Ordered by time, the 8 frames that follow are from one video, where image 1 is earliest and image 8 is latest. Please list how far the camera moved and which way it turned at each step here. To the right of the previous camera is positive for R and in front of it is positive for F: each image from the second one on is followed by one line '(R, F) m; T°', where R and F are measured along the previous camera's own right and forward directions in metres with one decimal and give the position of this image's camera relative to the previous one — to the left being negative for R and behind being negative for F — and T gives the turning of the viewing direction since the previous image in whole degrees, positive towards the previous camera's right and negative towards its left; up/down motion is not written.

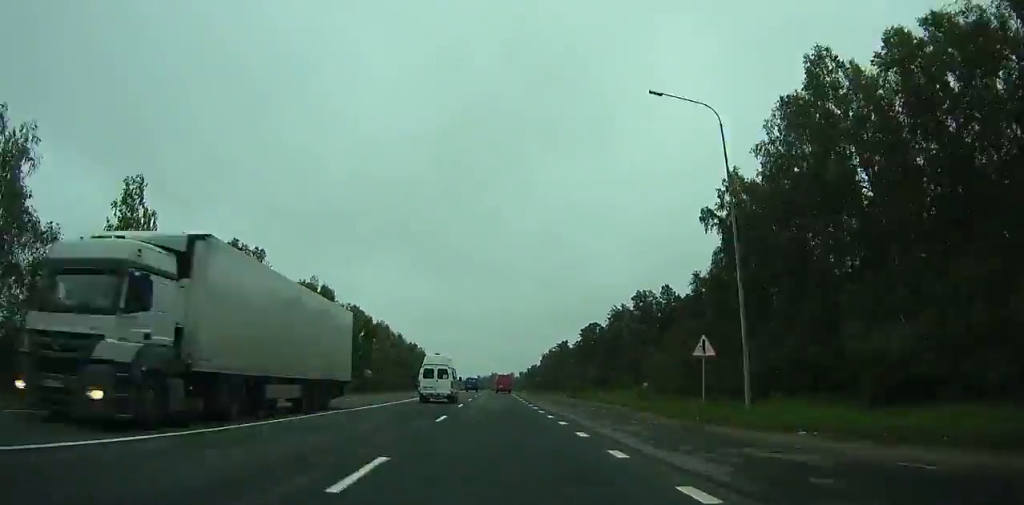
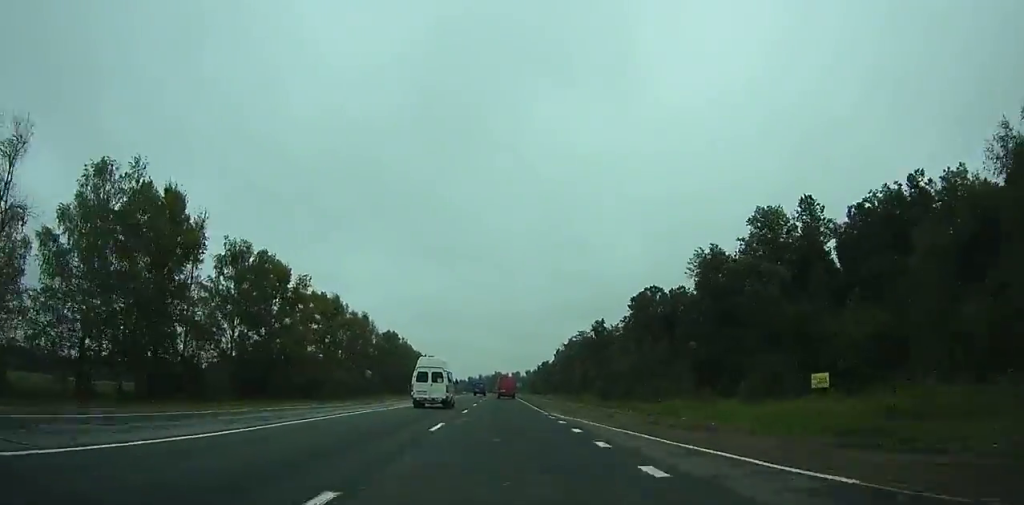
(-0.1, +63.9) m; 0°
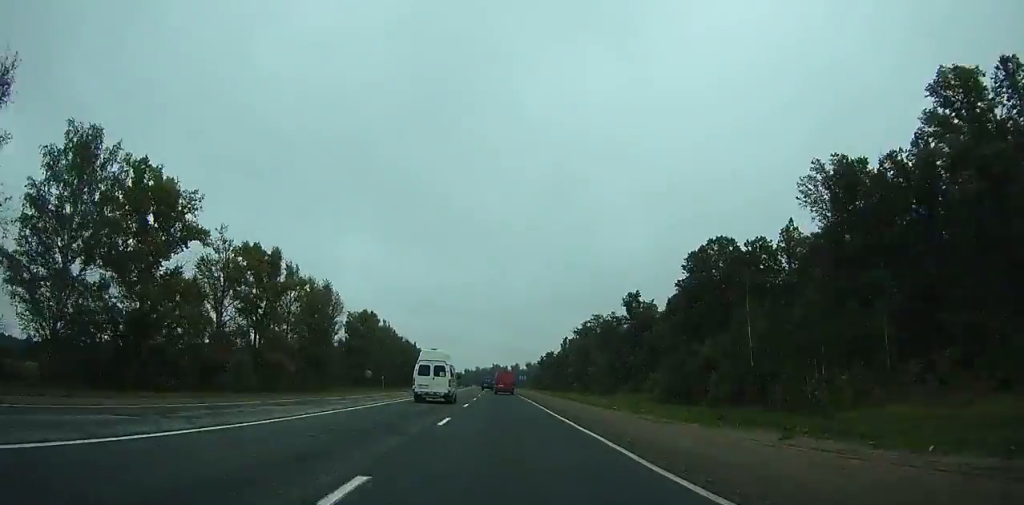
(-0.2, +35.3) m; 0°
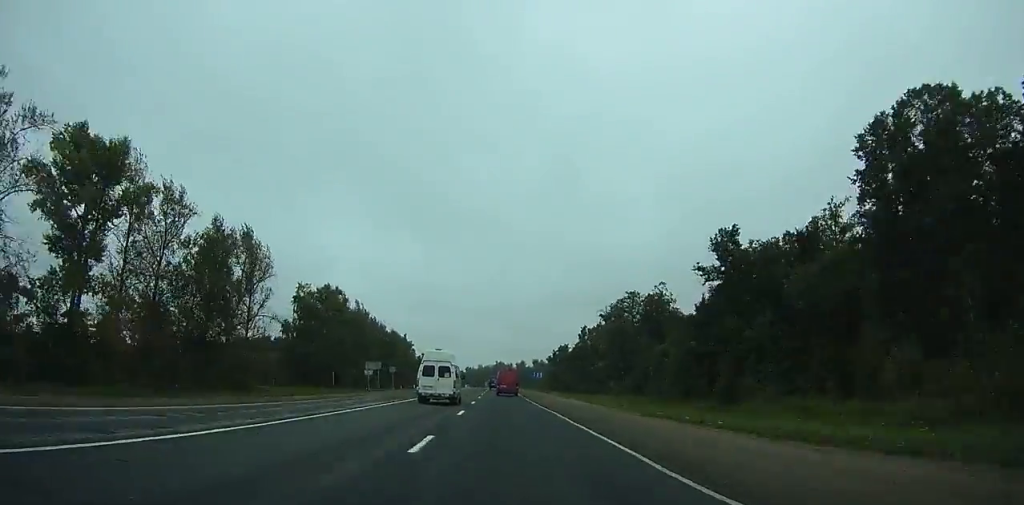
(+0.1, +43.7) m; 0°
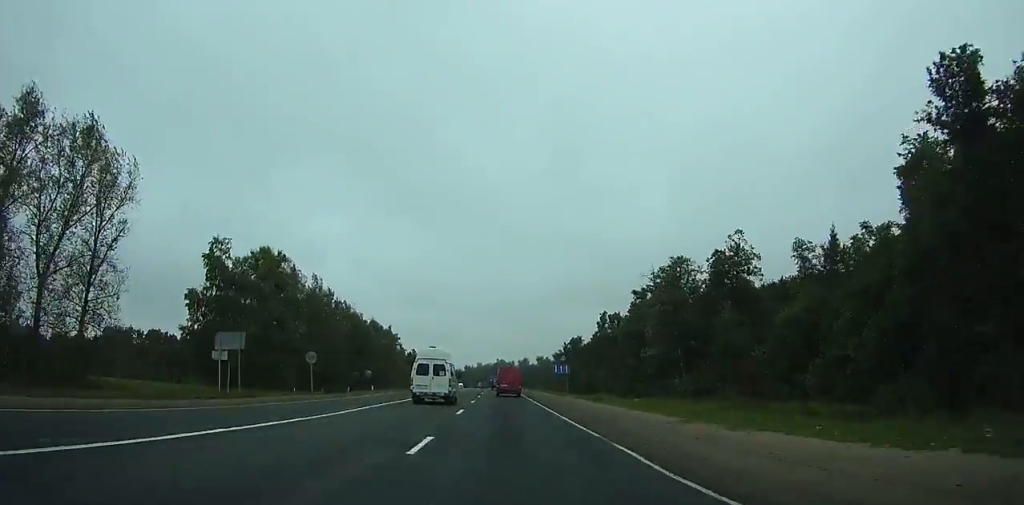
(0.0, +35.4) m; 0°
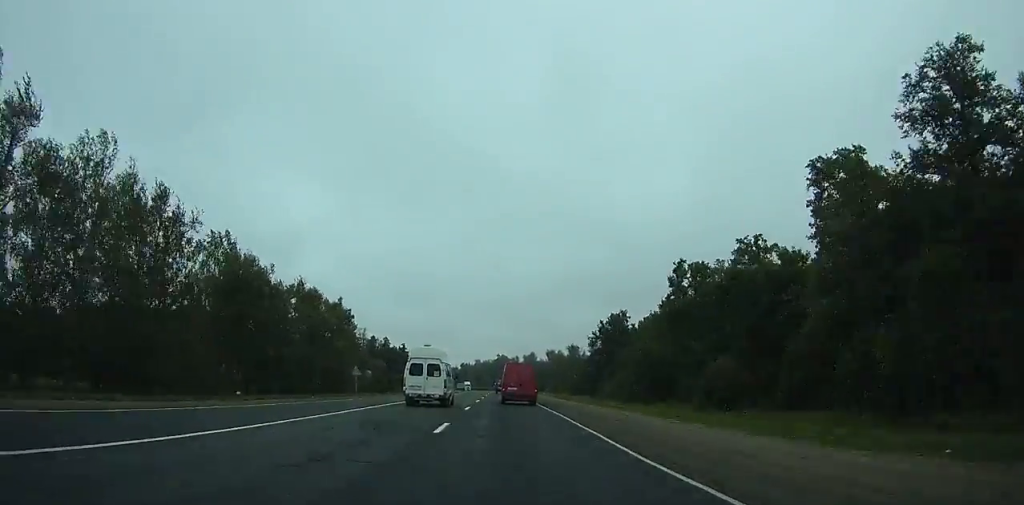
(0.0, +64.1) m; 0°
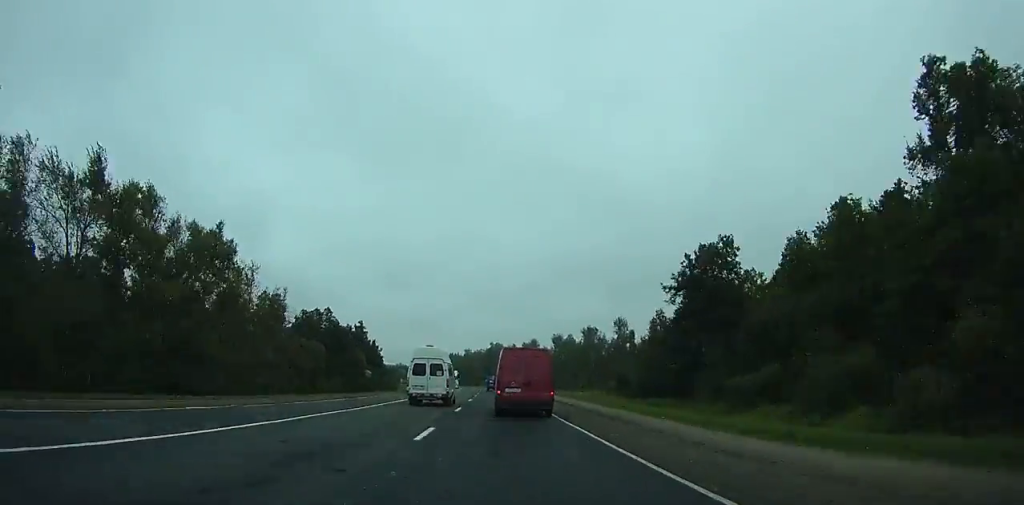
(-0.2, +58.3) m; 0°
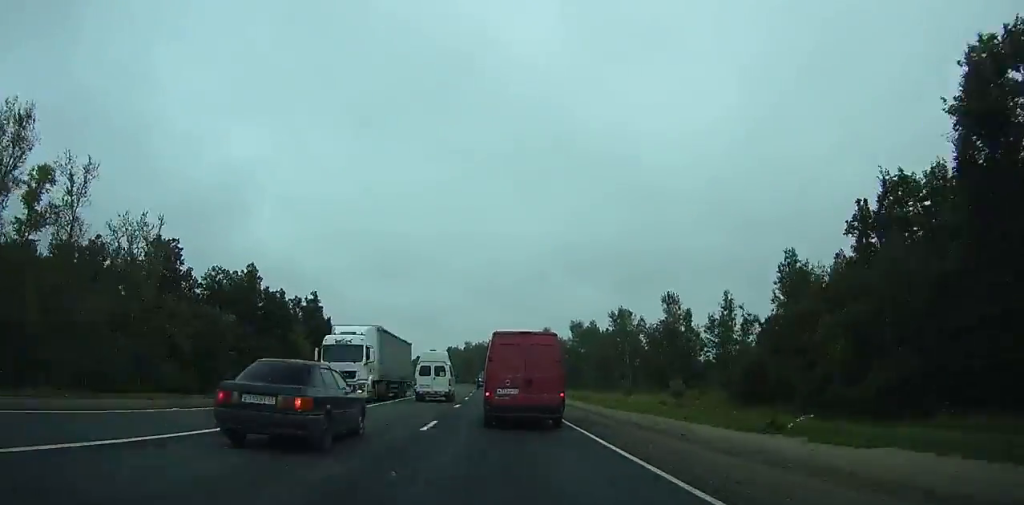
(+0.2, +46.7) m; 0°
